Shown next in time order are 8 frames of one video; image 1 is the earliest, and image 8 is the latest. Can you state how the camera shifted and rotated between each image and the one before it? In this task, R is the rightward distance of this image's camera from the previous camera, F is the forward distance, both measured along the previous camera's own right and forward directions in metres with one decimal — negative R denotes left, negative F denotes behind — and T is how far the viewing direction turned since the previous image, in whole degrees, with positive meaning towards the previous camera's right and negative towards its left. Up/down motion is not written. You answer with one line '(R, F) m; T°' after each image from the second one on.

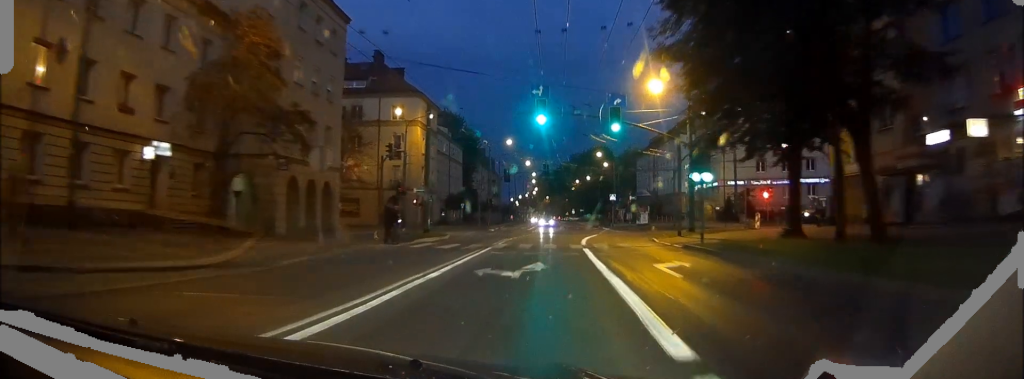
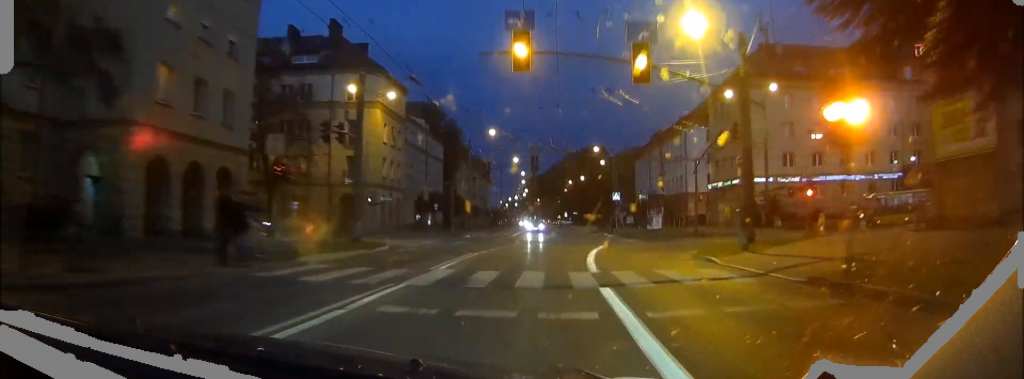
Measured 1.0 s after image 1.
(-0.1, +13.9) m; +1°
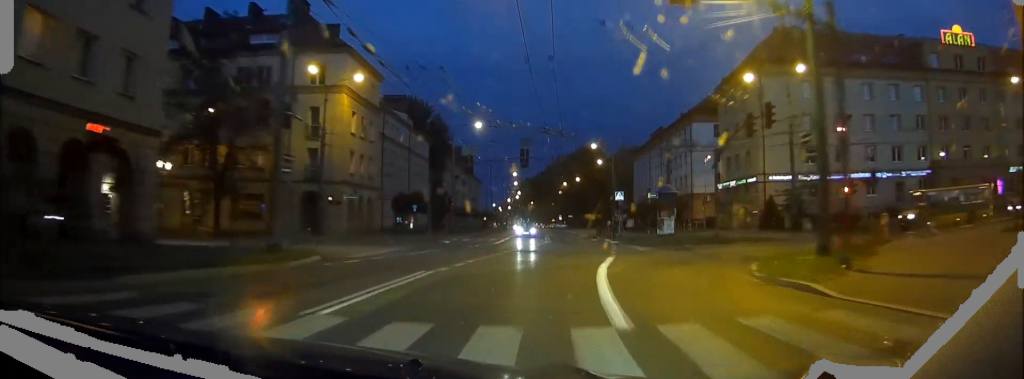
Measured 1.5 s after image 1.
(+0.2, +8.5) m; +1°
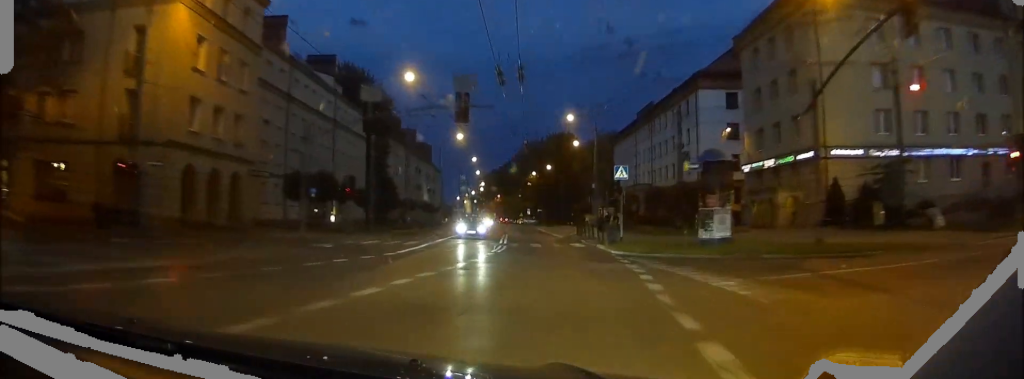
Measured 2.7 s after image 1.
(+0.5, +20.9) m; +2°
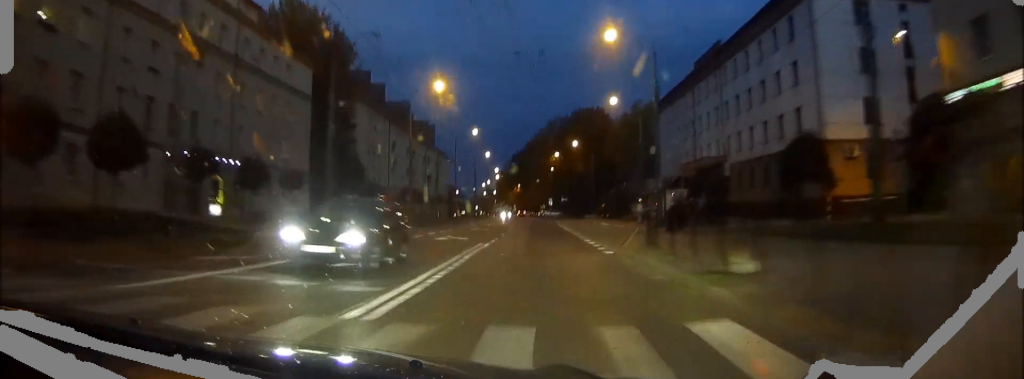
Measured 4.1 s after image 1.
(+0.2, +28.0) m; 0°
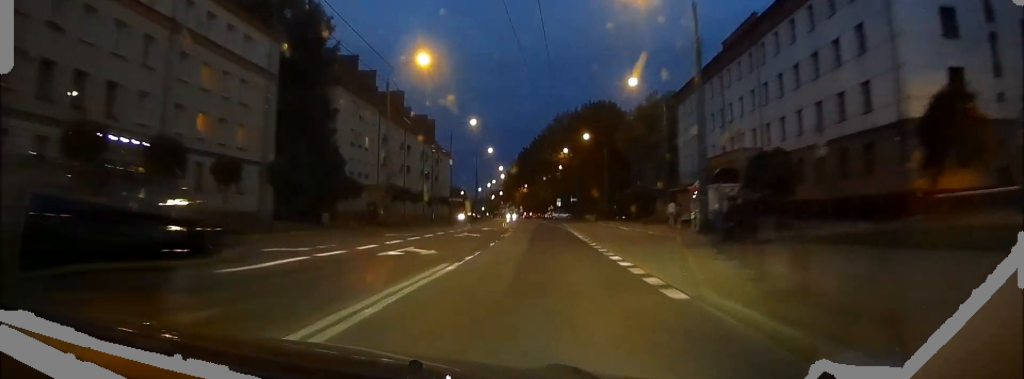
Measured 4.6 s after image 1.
(-0.1, +9.9) m; -1°
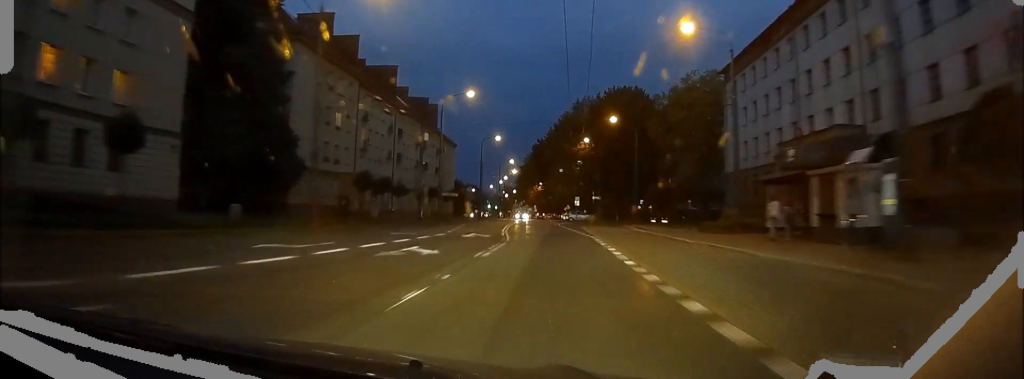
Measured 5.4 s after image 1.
(-0.2, +17.0) m; -1°
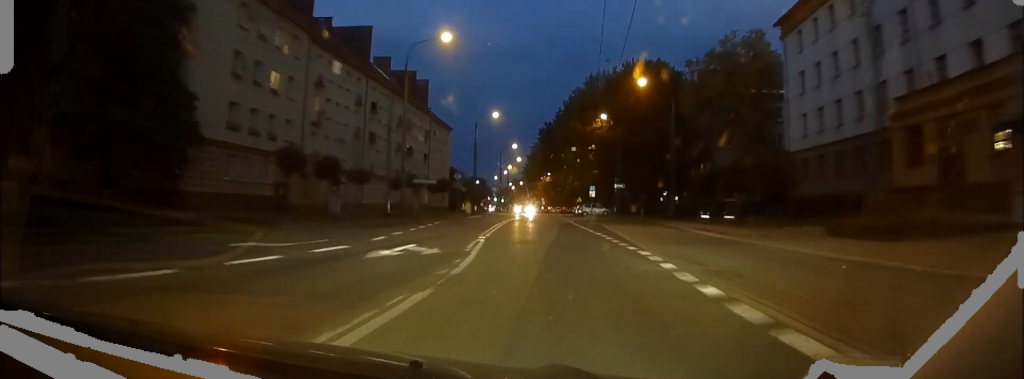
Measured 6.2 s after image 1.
(-0.2, +18.0) m; -1°
